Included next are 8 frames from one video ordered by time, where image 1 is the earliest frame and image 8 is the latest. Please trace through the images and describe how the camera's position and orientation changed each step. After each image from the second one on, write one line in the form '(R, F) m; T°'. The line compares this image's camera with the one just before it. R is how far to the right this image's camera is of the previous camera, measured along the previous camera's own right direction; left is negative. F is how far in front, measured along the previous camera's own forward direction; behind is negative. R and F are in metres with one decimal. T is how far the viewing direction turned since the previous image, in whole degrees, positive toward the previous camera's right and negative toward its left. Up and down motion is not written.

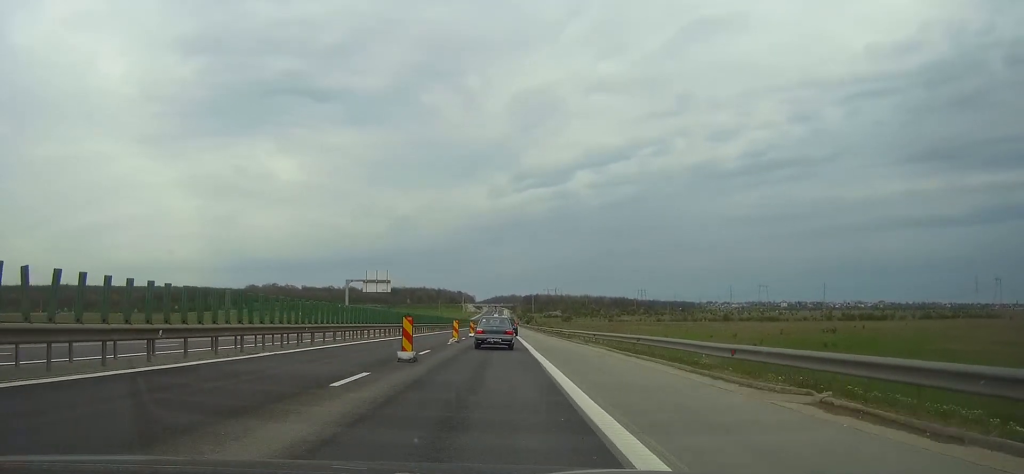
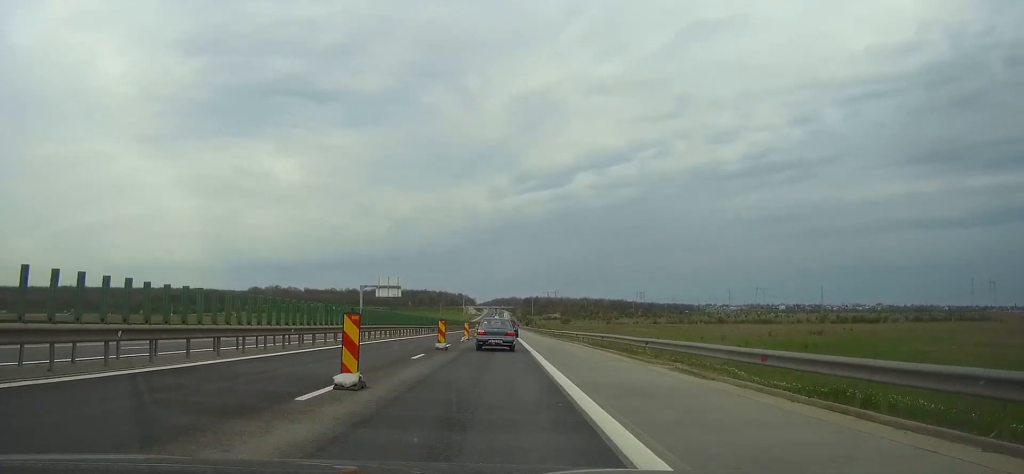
(0.0, +11.0) m; 0°
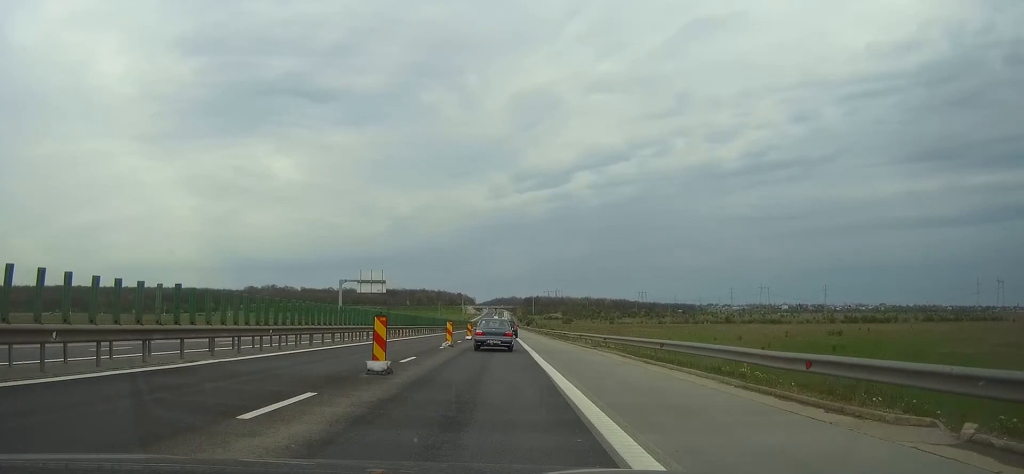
(0.0, +10.5) m; 0°
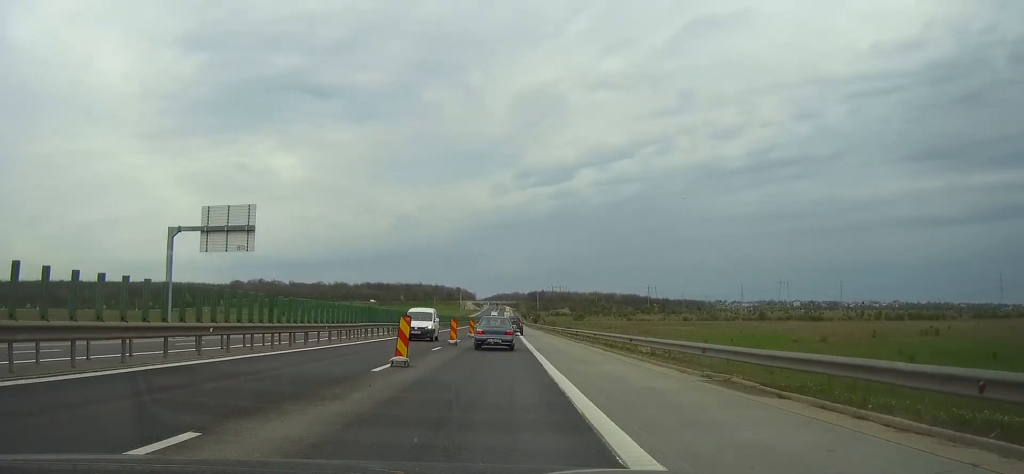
(0.0, +44.1) m; 0°
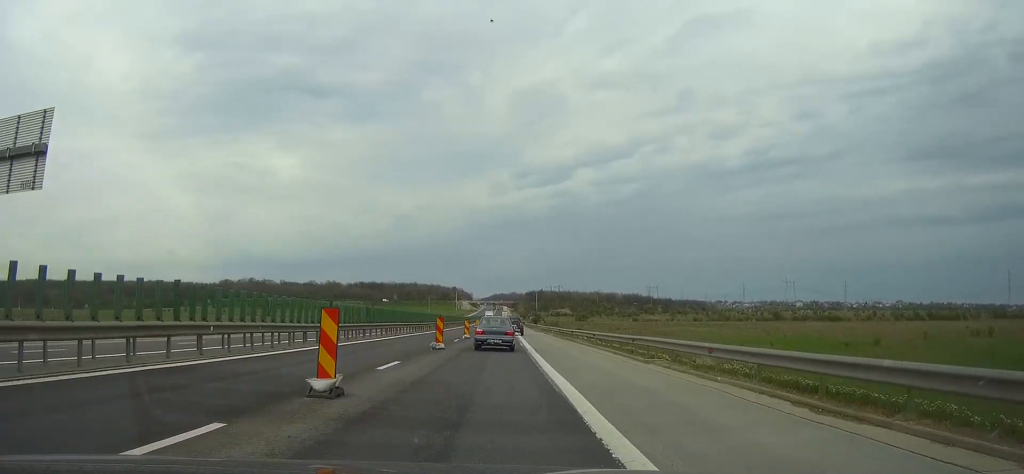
(-0.1, +22.3) m; 0°
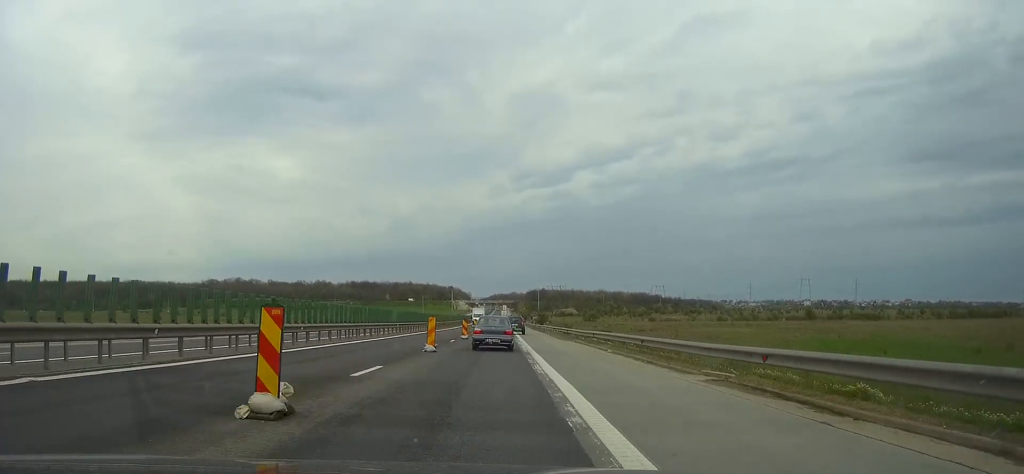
(+0.1, +38.5) m; 0°
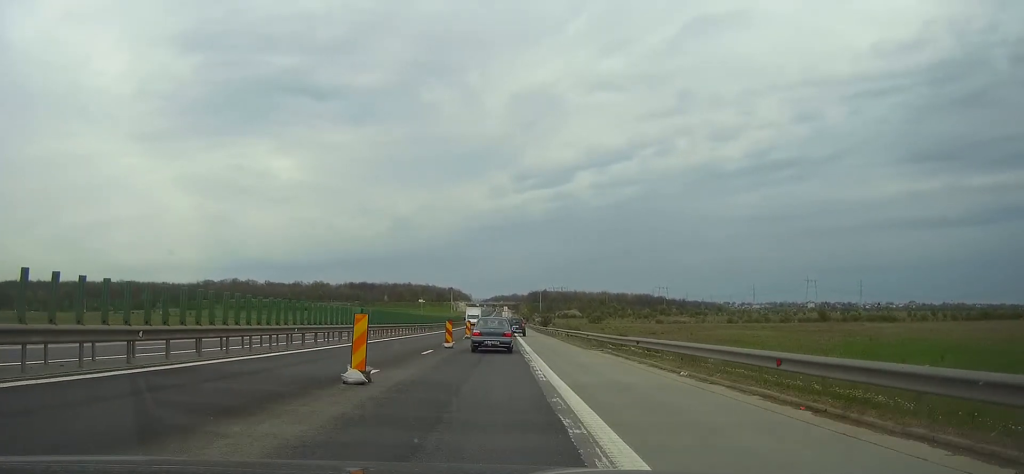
(-0.1, +12.8) m; 0°
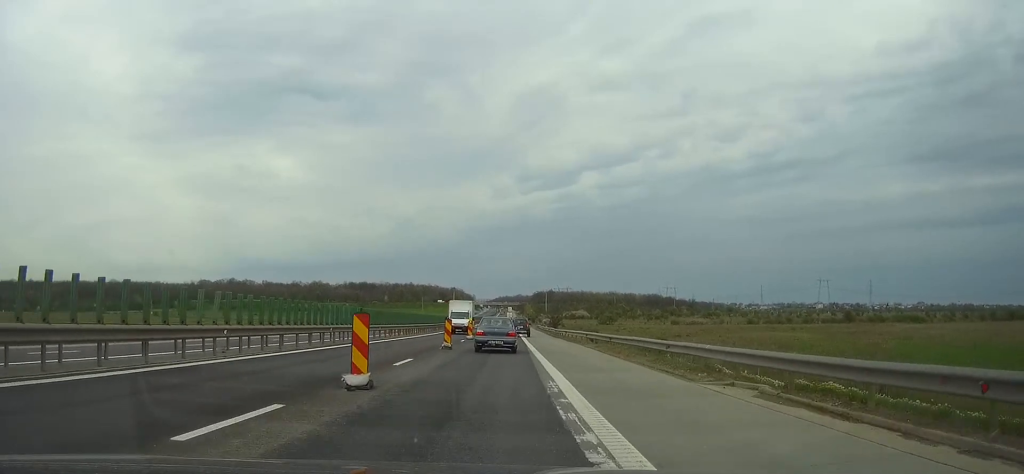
(0.0, +19.7) m; 0°
